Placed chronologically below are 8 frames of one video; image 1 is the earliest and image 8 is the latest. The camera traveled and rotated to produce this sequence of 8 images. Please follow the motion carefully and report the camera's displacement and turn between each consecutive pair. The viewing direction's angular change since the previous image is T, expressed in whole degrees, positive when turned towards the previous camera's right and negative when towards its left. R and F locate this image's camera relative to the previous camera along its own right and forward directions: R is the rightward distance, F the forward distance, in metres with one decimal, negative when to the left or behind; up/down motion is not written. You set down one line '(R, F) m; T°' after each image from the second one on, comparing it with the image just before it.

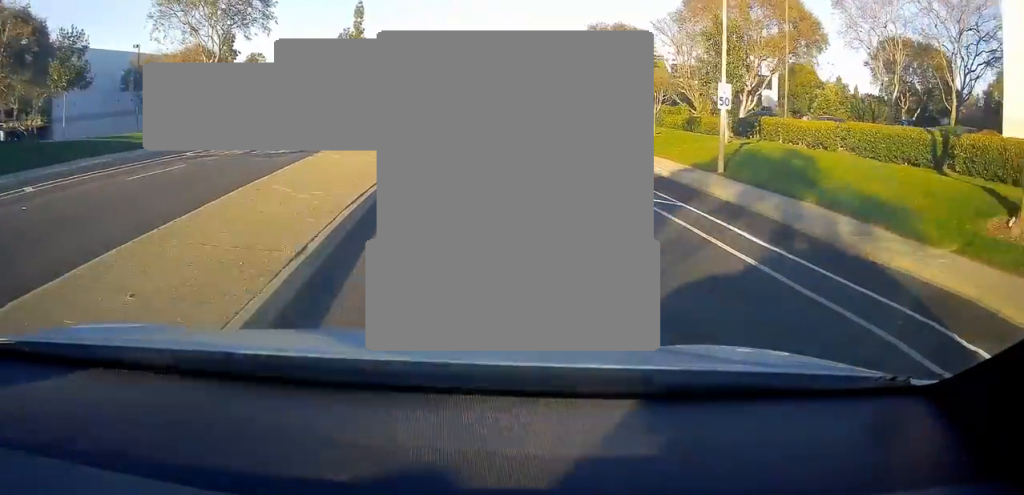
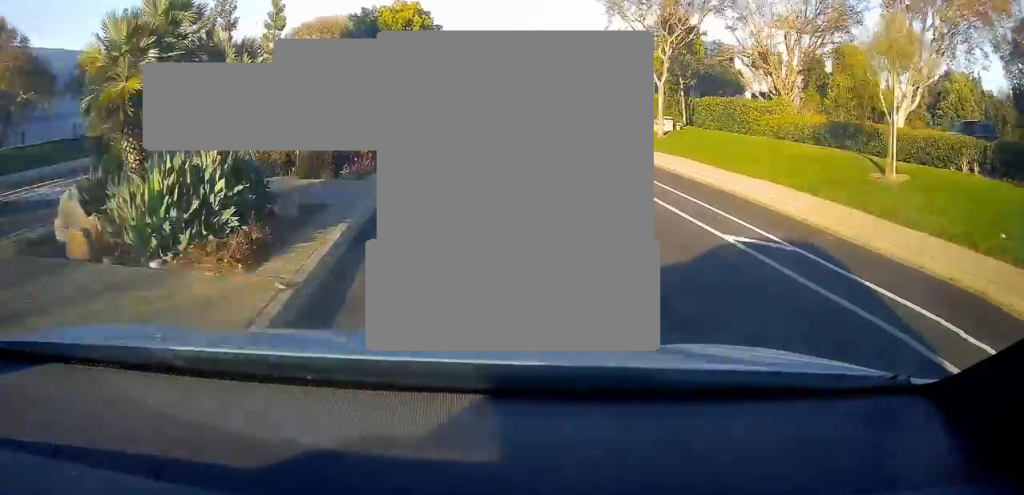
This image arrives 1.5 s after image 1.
(+1.6, +29.6) m; +7°
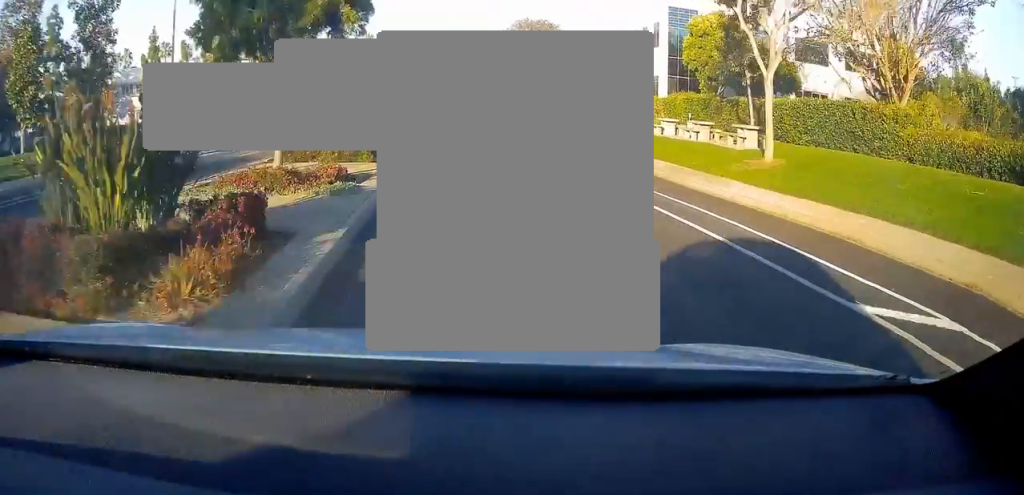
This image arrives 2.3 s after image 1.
(+0.8, +15.9) m; +3°
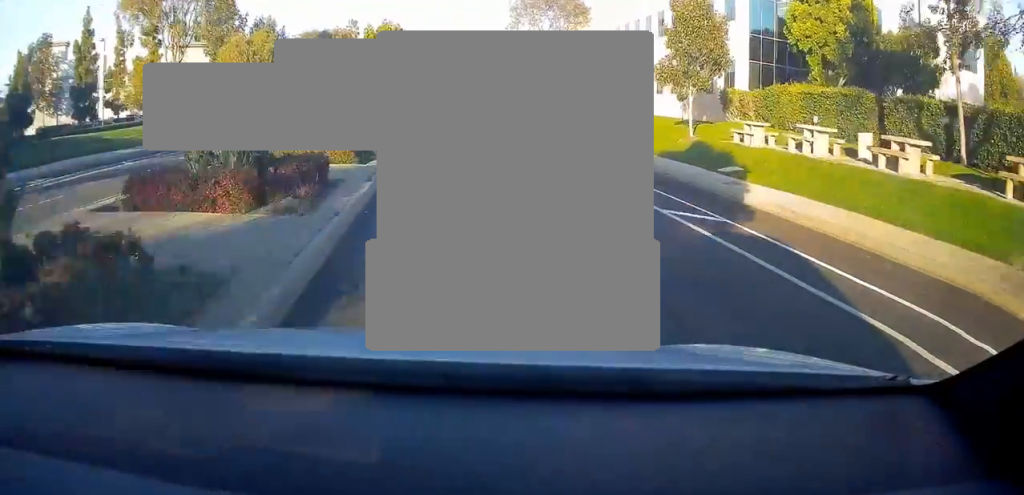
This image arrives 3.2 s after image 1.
(0.0, +17.9) m; +1°
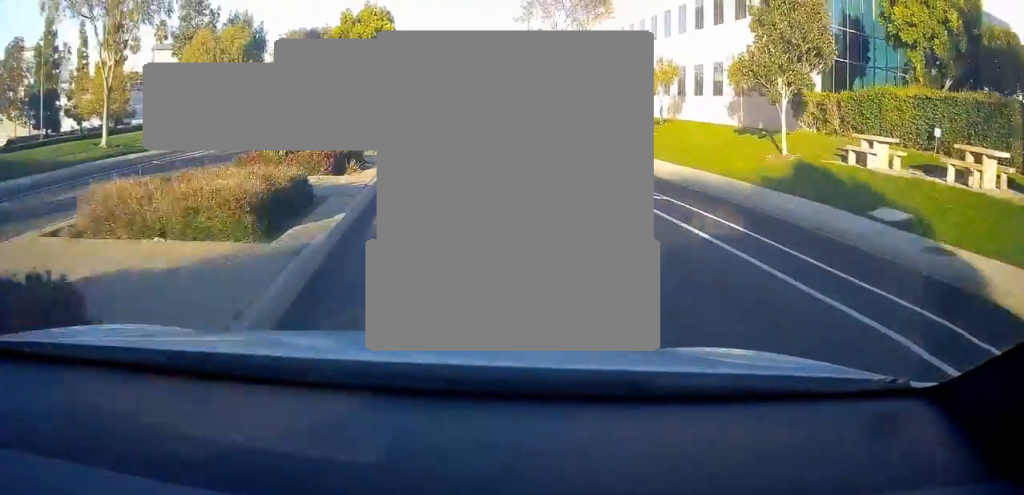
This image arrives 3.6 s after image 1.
(+0.2, +8.7) m; +1°
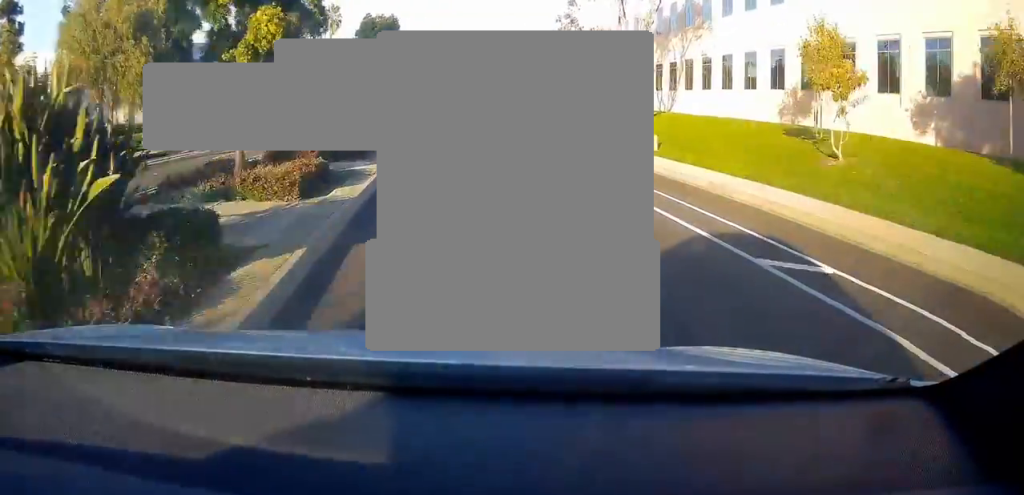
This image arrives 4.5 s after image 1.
(+0.3, +20.1) m; 0°
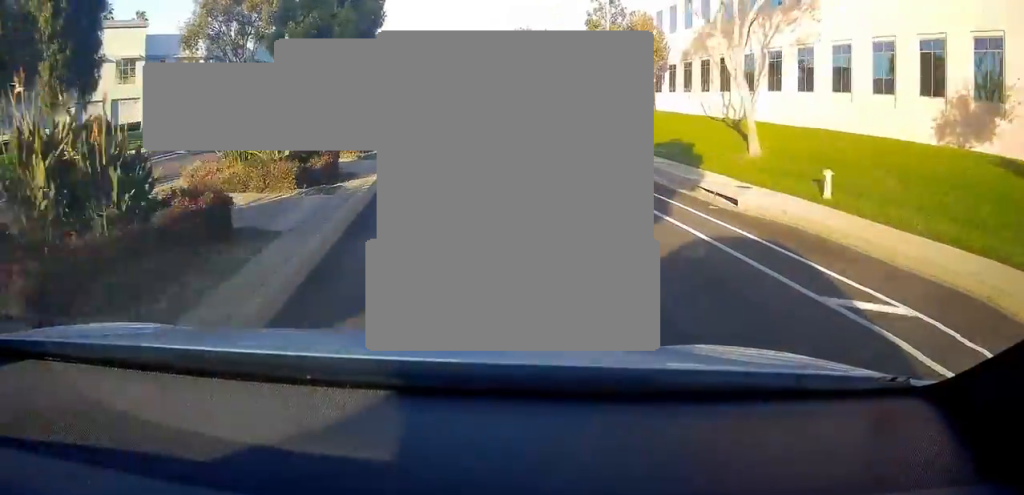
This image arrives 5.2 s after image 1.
(+0.2, +14.1) m; -2°
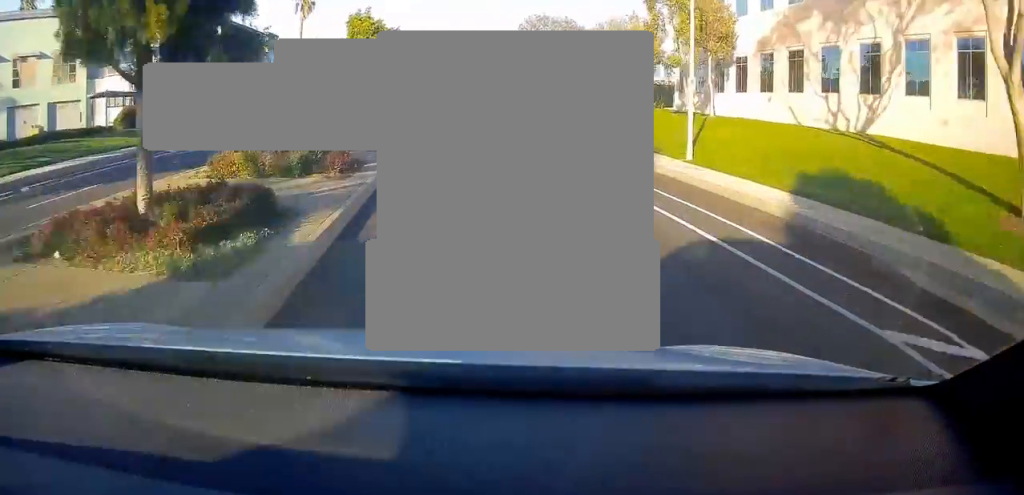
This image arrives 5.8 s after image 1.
(-0.6, +13.3) m; -1°
